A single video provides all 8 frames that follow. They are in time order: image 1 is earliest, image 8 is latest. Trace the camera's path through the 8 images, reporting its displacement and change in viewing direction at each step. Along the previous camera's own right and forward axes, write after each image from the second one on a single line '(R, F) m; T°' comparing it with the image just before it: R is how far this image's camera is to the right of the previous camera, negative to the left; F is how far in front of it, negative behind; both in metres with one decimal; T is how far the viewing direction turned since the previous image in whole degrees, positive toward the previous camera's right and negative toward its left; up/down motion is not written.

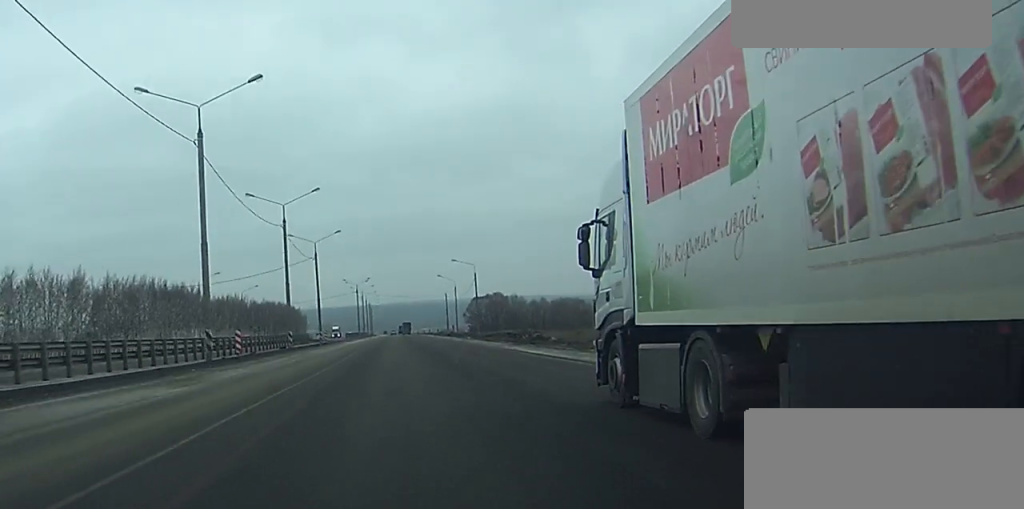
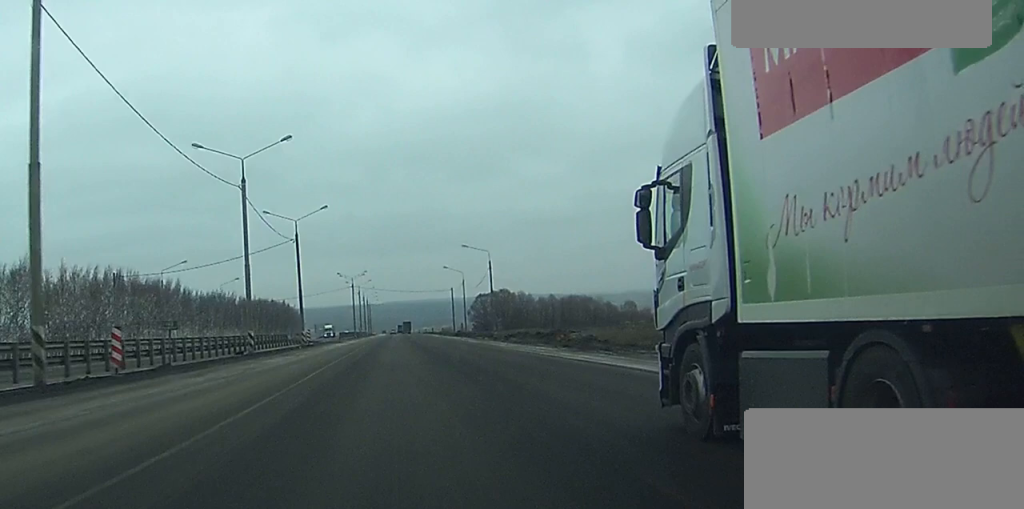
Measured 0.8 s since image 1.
(+0.1, +20.0) m; 0°
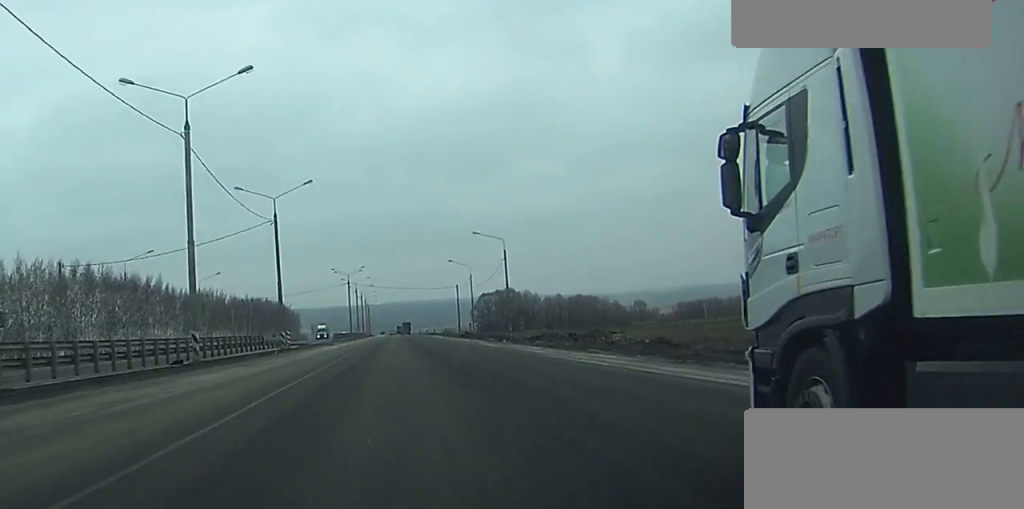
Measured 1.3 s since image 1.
(-0.1, +14.9) m; 0°
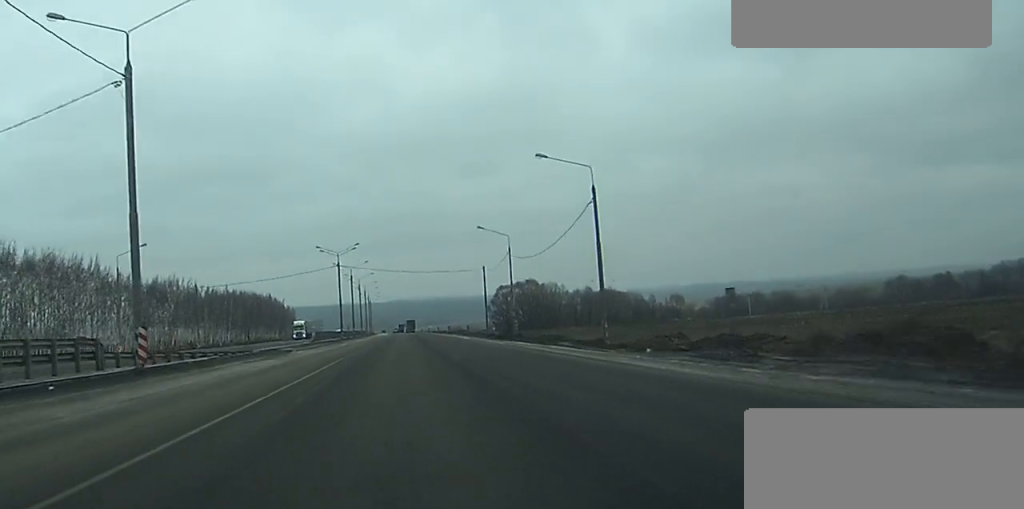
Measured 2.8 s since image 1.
(0.0, +40.0) m; 0°
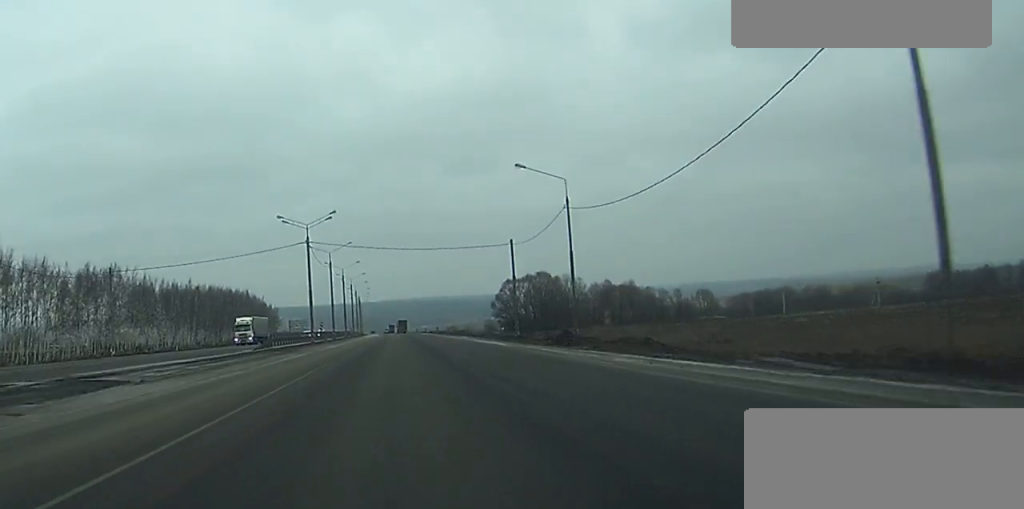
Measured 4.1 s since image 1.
(+0.1, +34.3) m; 0°
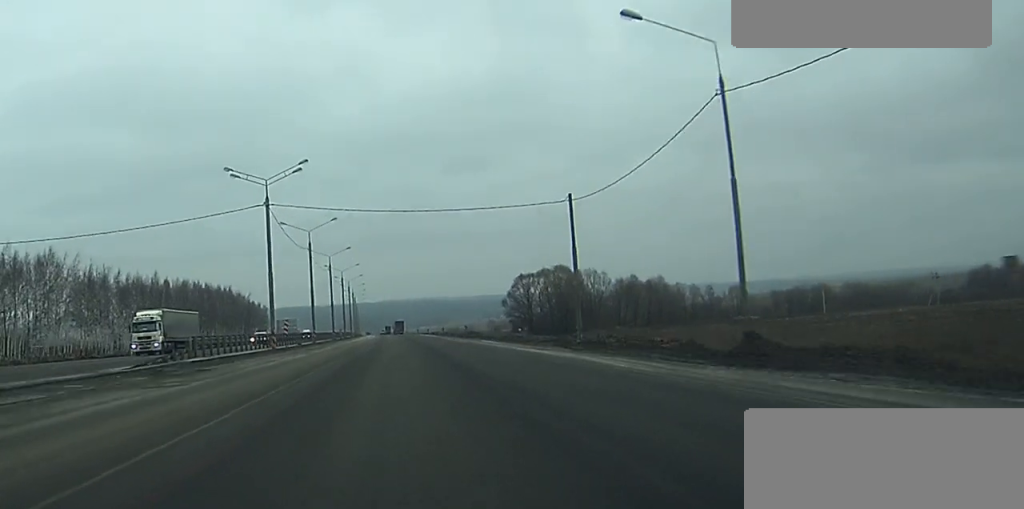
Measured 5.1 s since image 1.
(0.0, +28.2) m; 0°
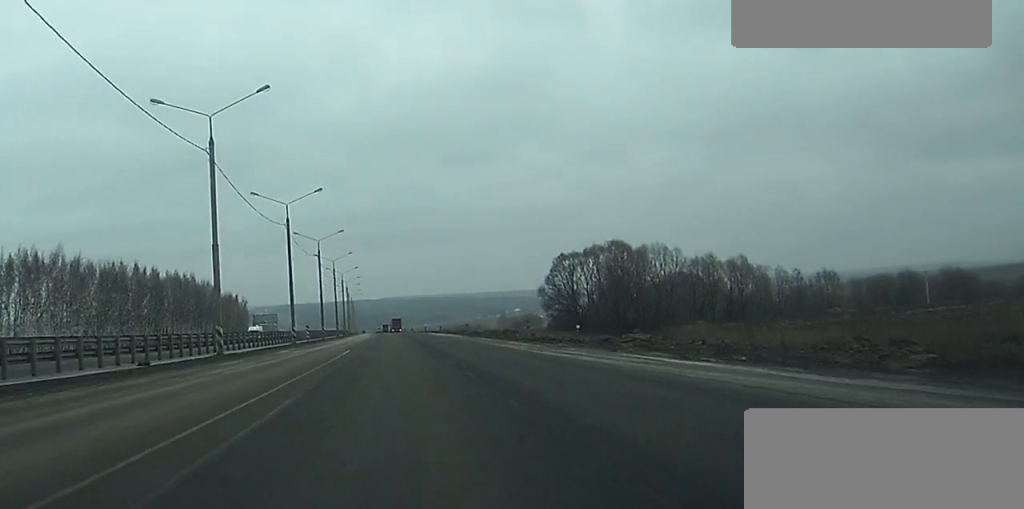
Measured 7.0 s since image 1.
(+0.1, +52.2) m; 0°
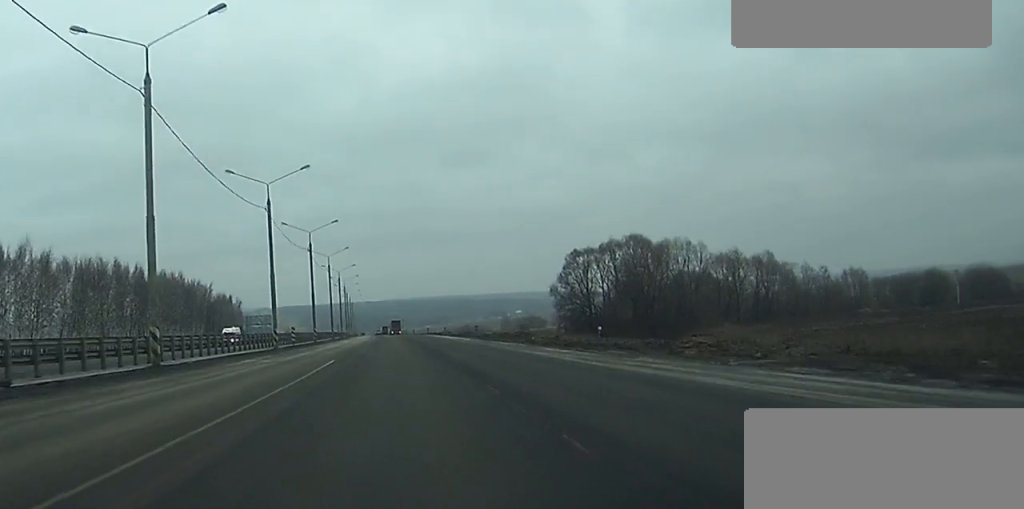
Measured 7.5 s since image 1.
(0.0, +12.0) m; 0°
